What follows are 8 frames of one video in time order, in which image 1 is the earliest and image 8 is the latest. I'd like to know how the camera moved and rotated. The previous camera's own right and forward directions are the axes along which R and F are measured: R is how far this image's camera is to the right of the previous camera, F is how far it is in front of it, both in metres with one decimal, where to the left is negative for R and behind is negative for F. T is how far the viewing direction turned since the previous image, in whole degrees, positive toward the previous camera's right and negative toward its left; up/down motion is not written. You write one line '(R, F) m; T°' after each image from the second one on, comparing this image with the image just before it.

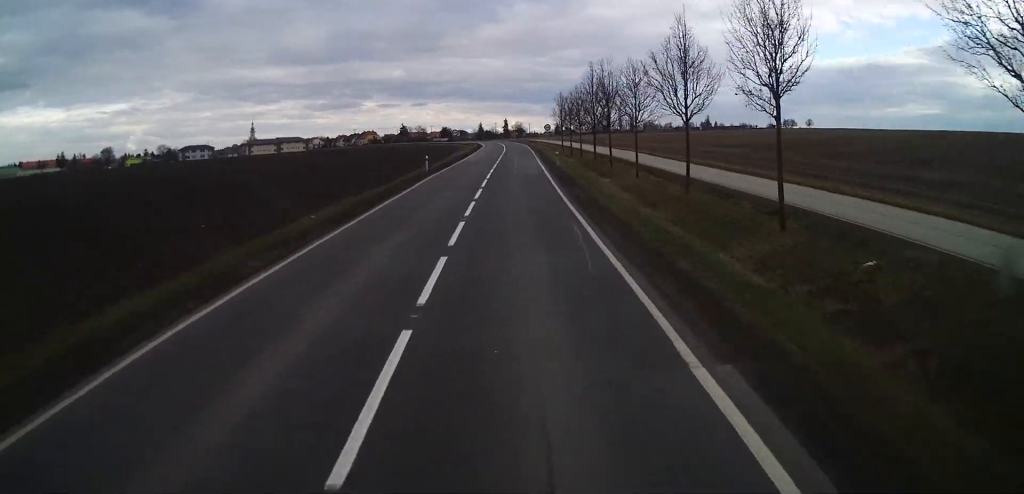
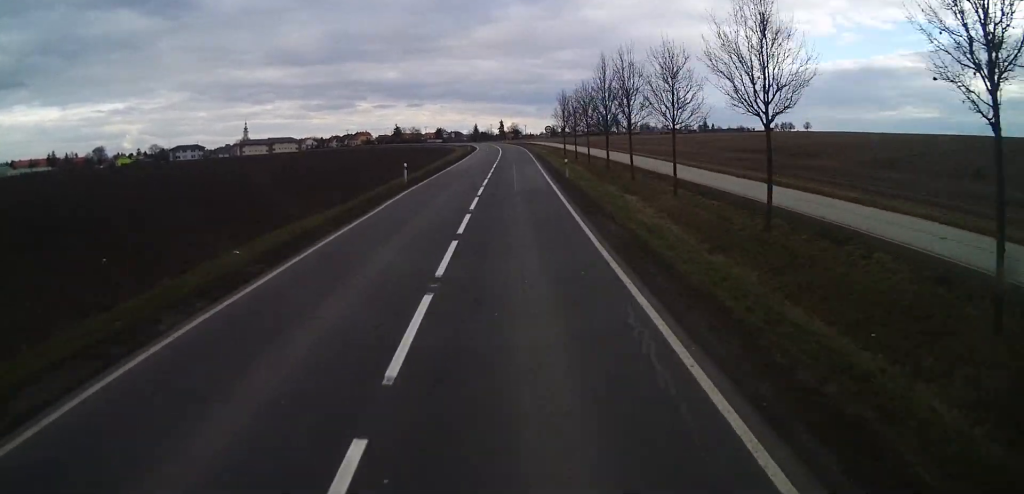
(-0.2, +7.0) m; 0°
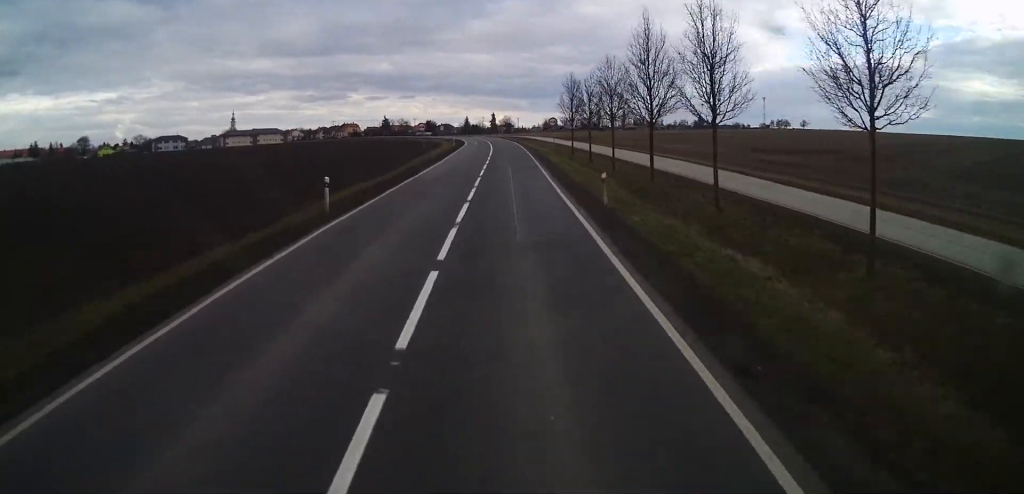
(+0.4, +12.8) m; +2°
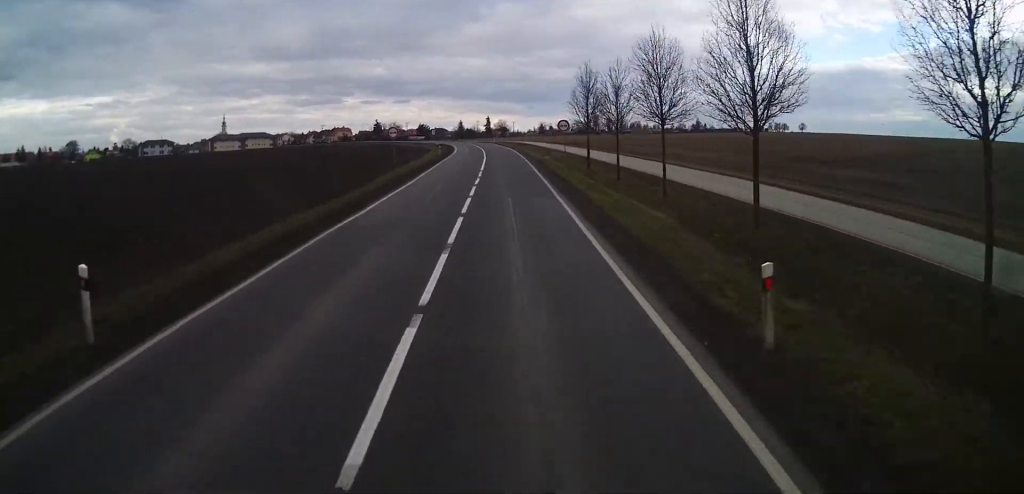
(+0.1, +11.1) m; +1°
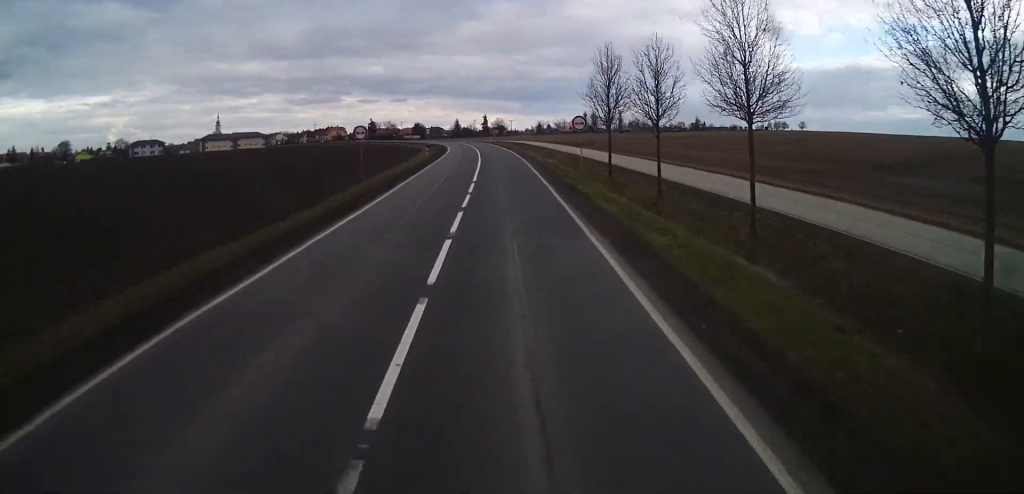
(-0.1, +8.2) m; 0°
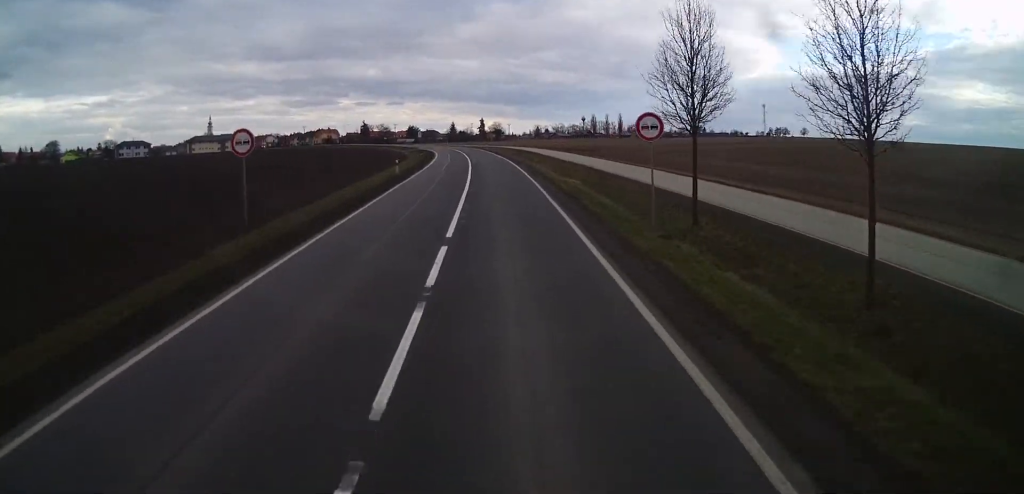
(+0.2, +13.4) m; 0°
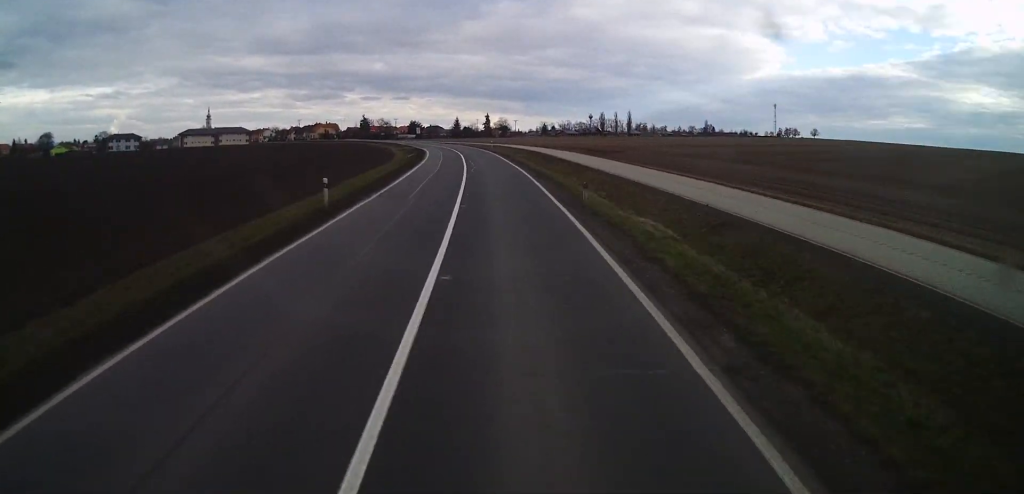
(-0.1, +15.7) m; -1°
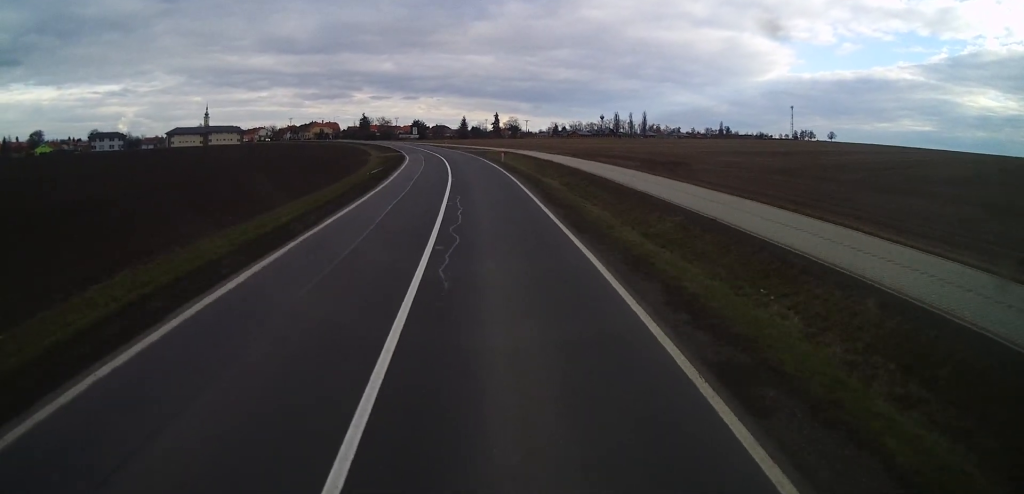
(-0.2, +24.0) m; 0°
